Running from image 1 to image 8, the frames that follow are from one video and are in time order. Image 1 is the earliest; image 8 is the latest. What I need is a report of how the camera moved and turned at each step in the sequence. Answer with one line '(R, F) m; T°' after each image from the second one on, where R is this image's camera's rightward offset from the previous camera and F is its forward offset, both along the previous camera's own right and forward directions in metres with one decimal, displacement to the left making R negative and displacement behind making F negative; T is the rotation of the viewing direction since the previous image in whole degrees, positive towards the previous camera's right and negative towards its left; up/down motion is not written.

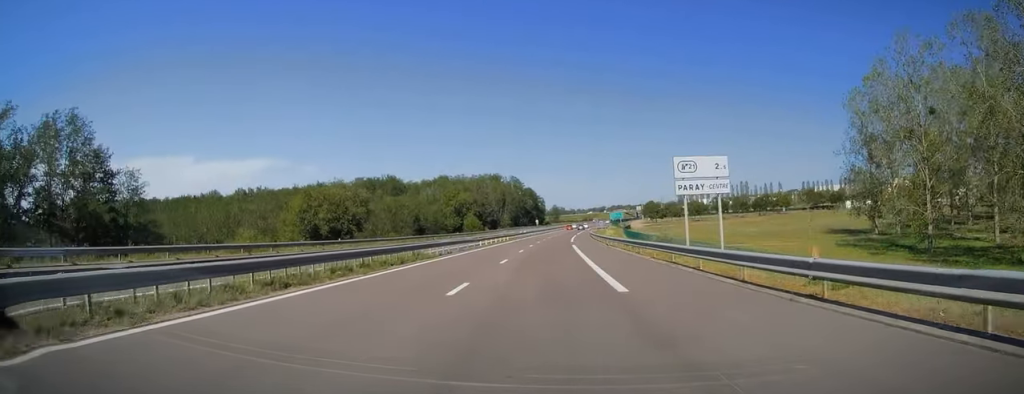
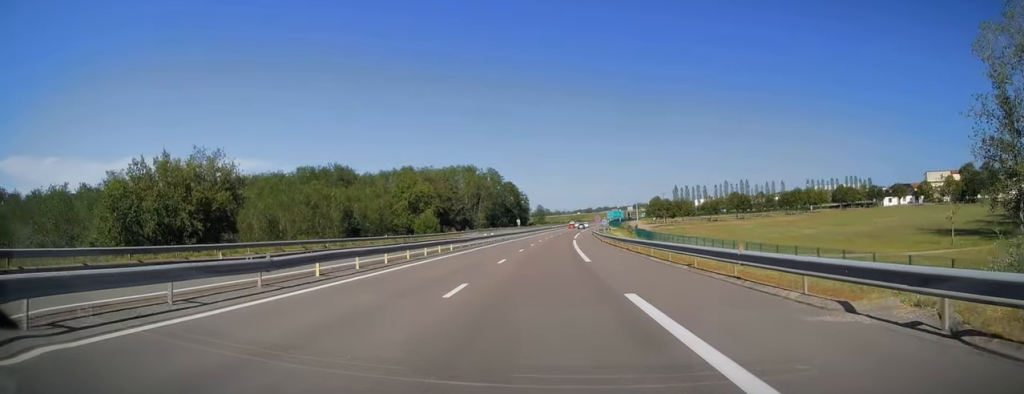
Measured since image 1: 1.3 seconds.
(+0.3, +39.3) m; +1°
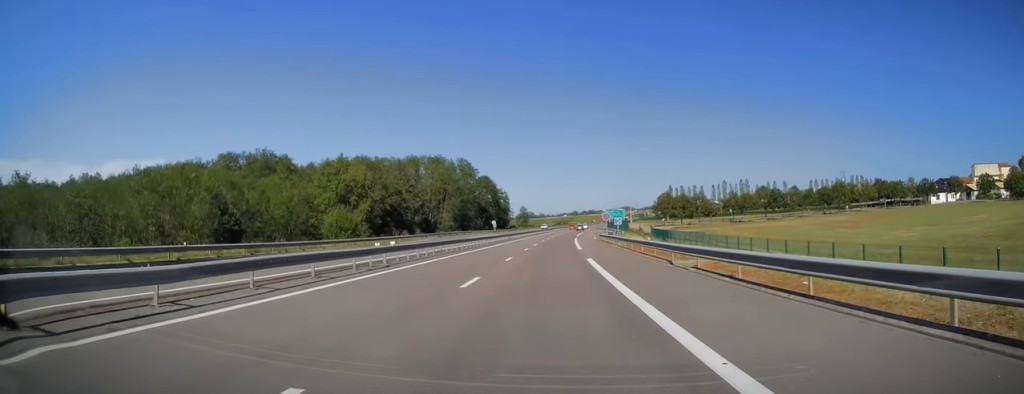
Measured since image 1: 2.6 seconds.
(+0.6, +36.2) m; +1°
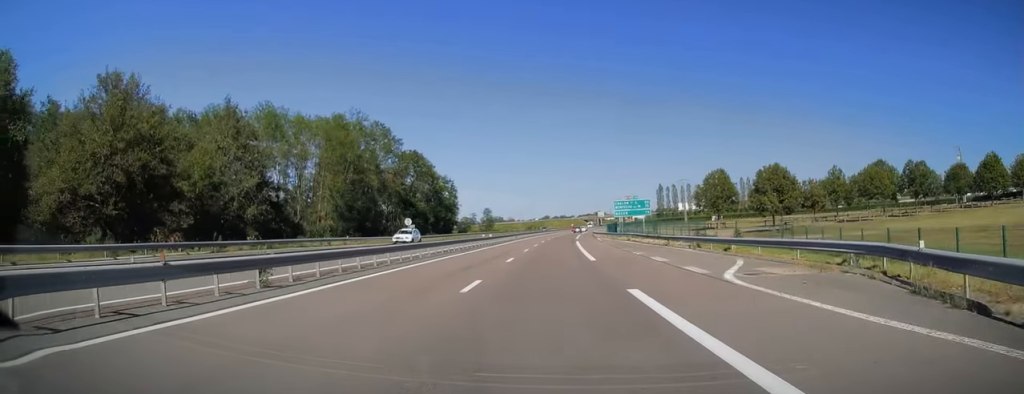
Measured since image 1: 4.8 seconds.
(+1.6, +65.4) m; +3°
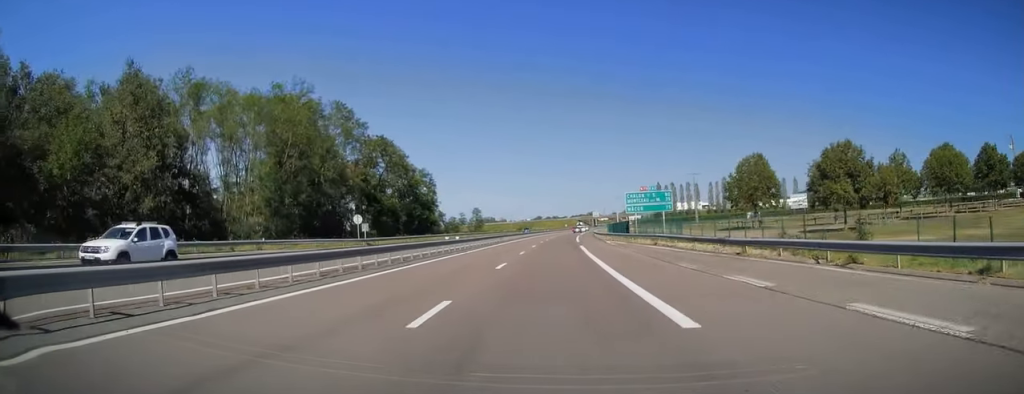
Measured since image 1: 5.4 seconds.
(+0.1, +18.0) m; +1°
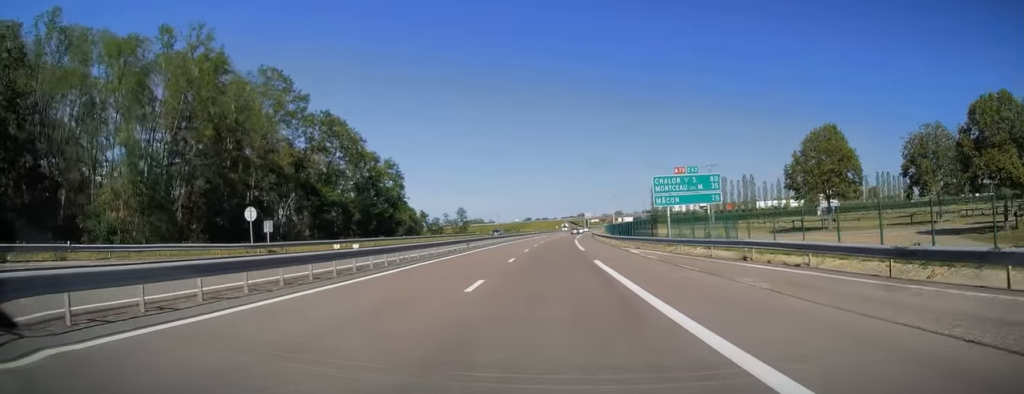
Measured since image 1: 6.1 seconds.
(+0.1, +20.5) m; +1°
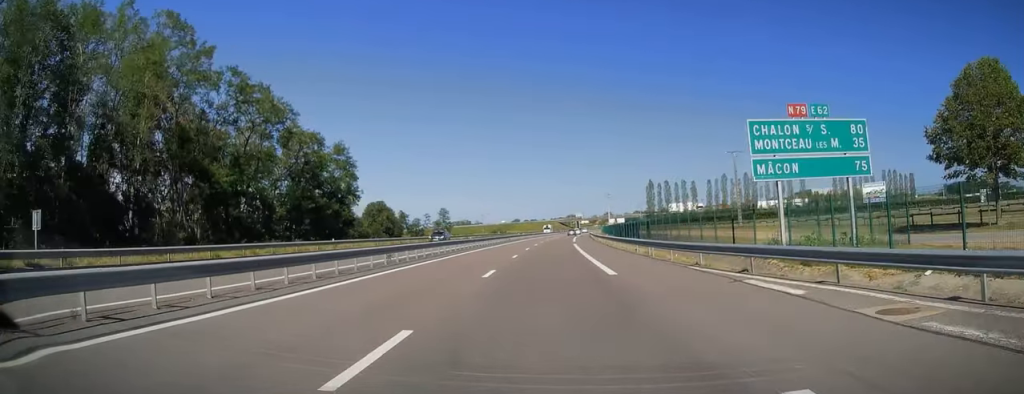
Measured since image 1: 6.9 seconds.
(+0.2, +21.5) m; +1°
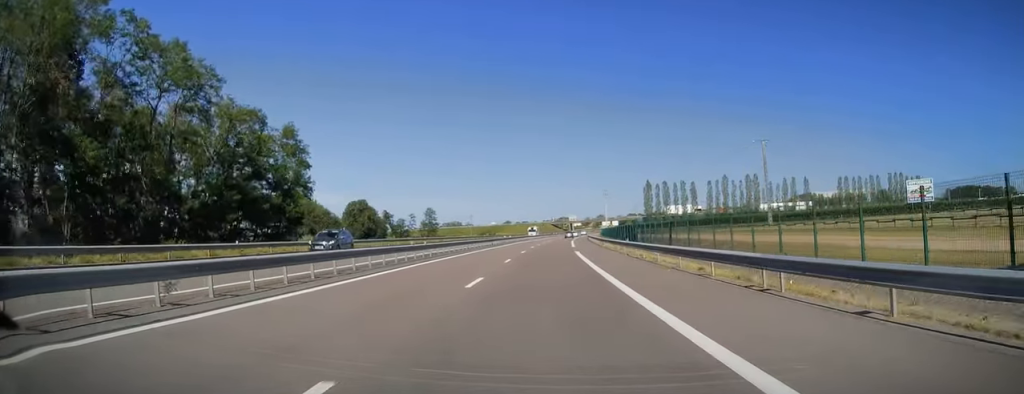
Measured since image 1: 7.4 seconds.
(0.0, +15.6) m; +1°
